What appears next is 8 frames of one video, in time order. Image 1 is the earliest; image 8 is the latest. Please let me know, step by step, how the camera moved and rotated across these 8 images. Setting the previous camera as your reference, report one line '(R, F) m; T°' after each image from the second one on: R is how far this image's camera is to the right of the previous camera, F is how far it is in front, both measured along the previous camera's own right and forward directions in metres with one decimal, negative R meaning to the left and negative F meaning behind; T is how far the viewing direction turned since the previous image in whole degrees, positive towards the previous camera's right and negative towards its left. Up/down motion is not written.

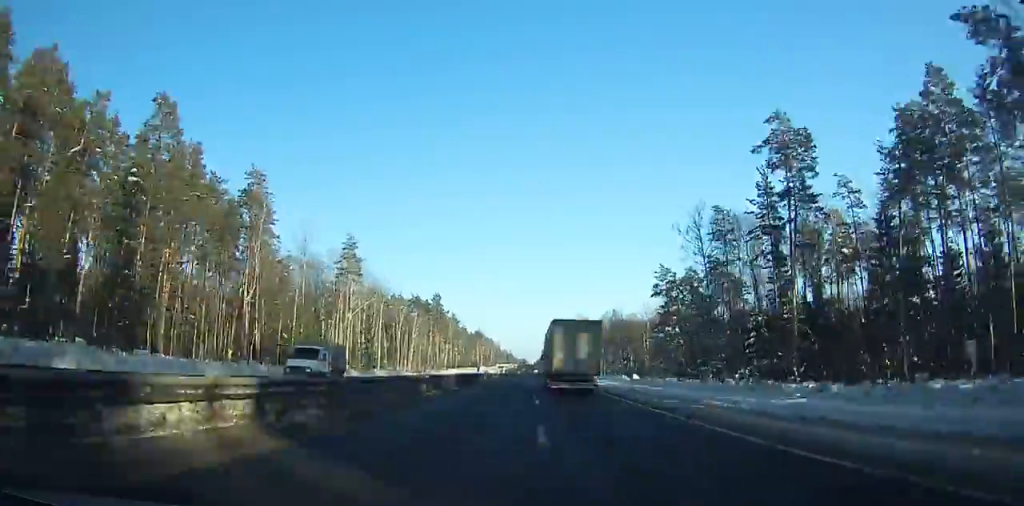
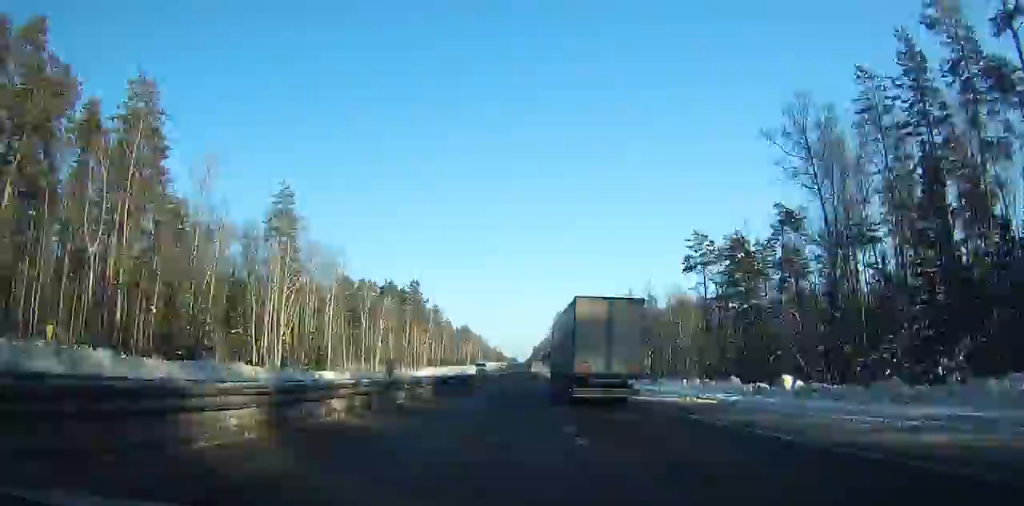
(+0.3, +36.5) m; 0°
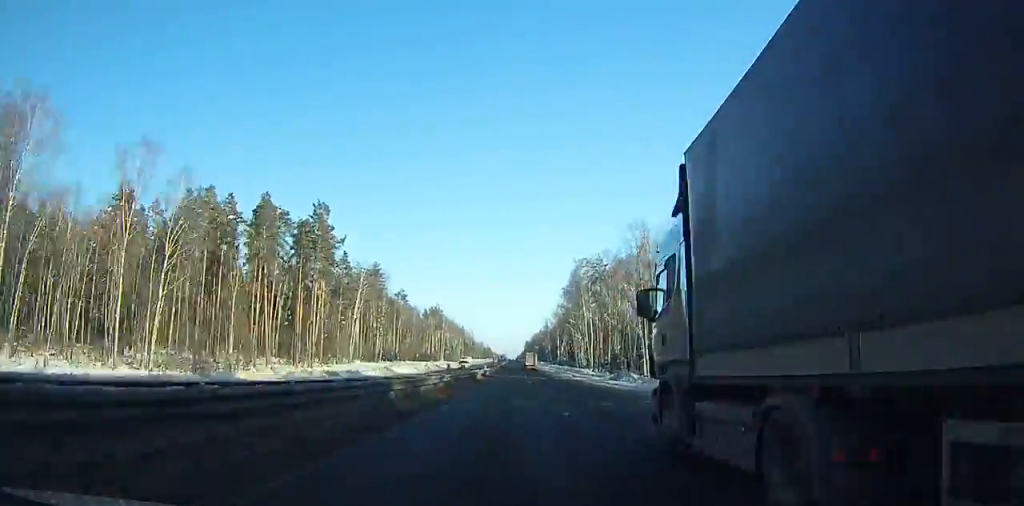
(+0.6, +104.8) m; 0°
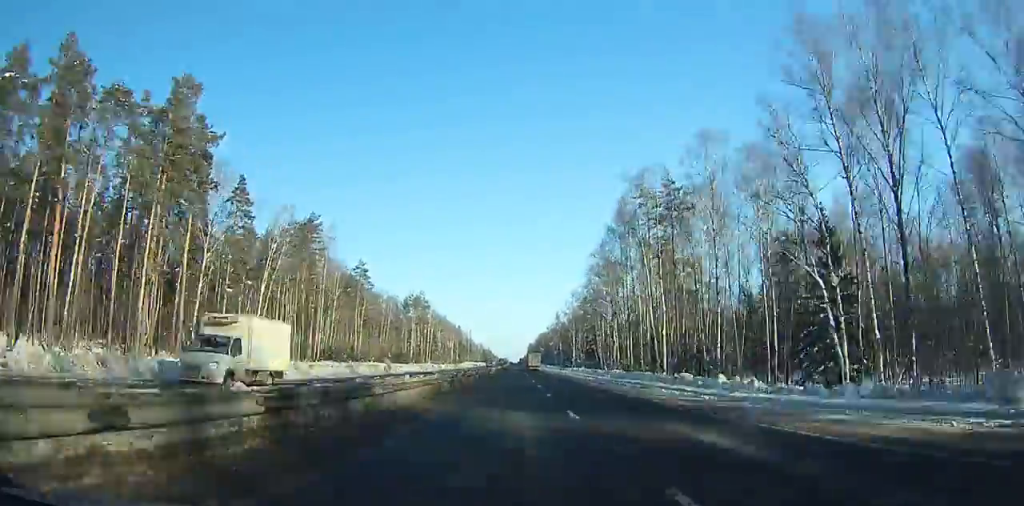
(0.0, +60.2) m; 0°
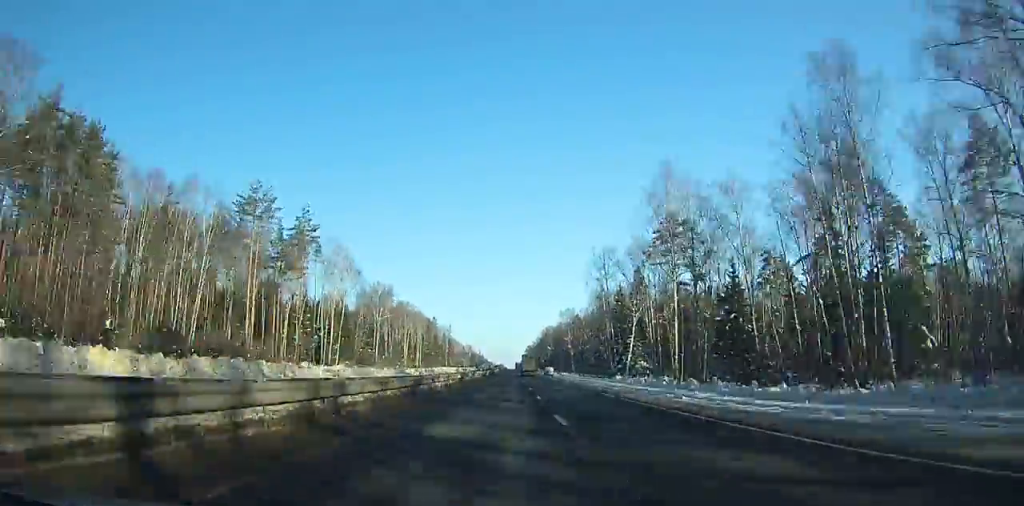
(-0.3, +133.3) m; -2°
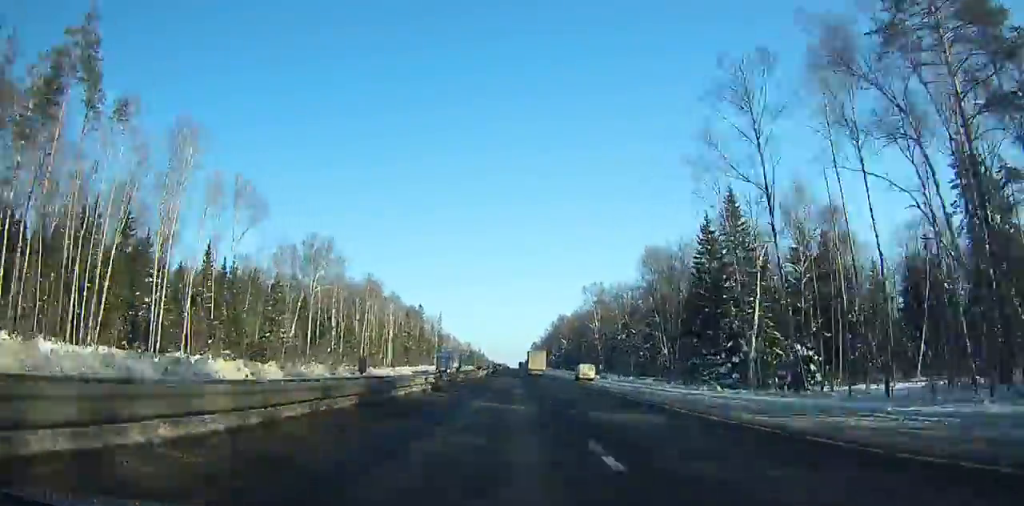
(-3.0, +66.7) m; +1°
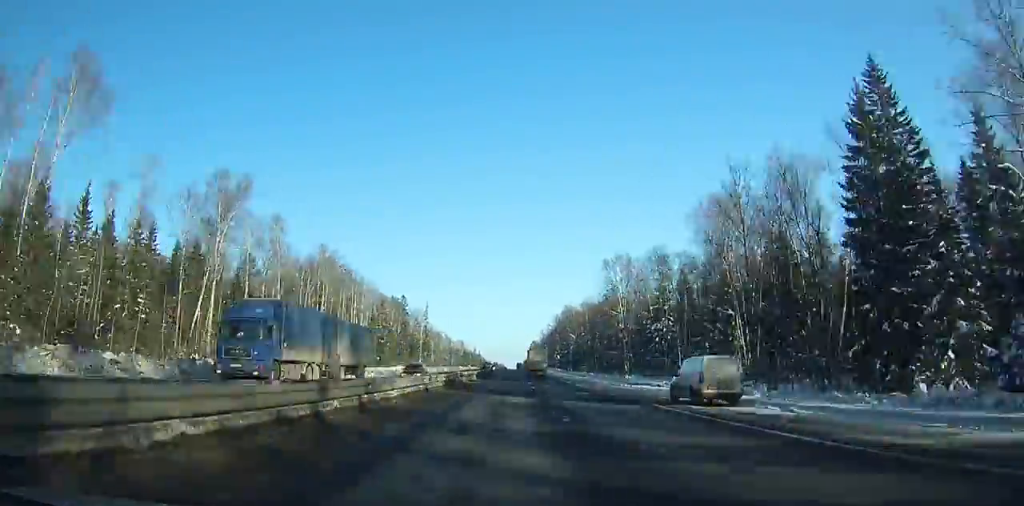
(+1.3, +40.2) m; +1°
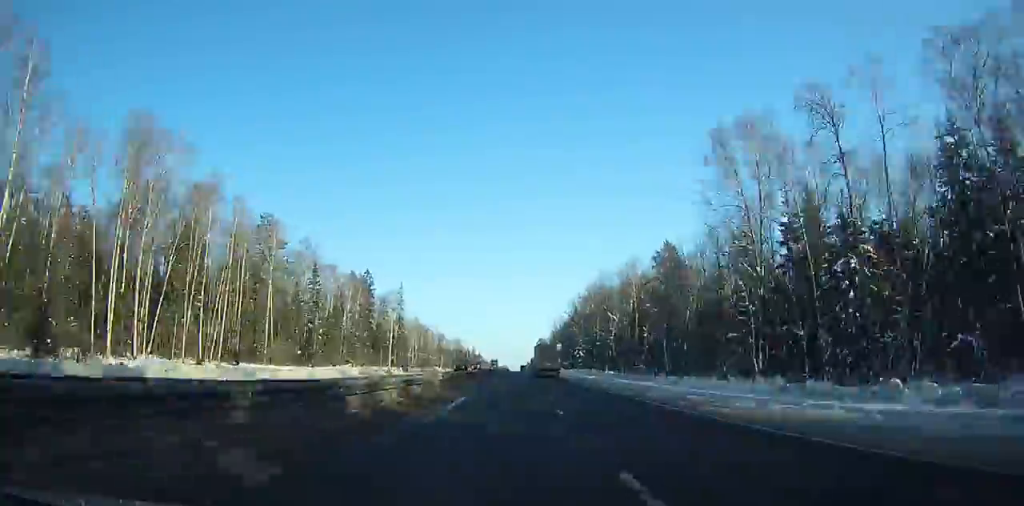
(+3.5, +65.7) m; +1°
